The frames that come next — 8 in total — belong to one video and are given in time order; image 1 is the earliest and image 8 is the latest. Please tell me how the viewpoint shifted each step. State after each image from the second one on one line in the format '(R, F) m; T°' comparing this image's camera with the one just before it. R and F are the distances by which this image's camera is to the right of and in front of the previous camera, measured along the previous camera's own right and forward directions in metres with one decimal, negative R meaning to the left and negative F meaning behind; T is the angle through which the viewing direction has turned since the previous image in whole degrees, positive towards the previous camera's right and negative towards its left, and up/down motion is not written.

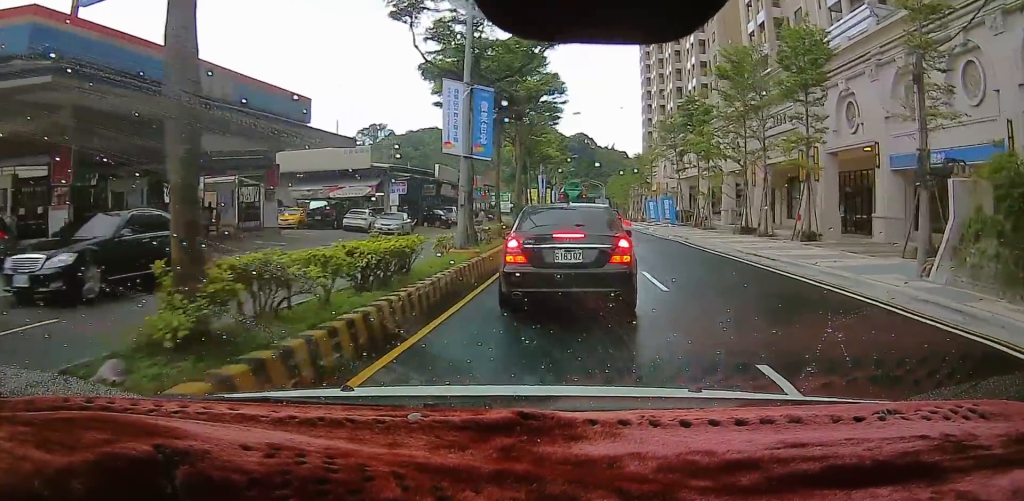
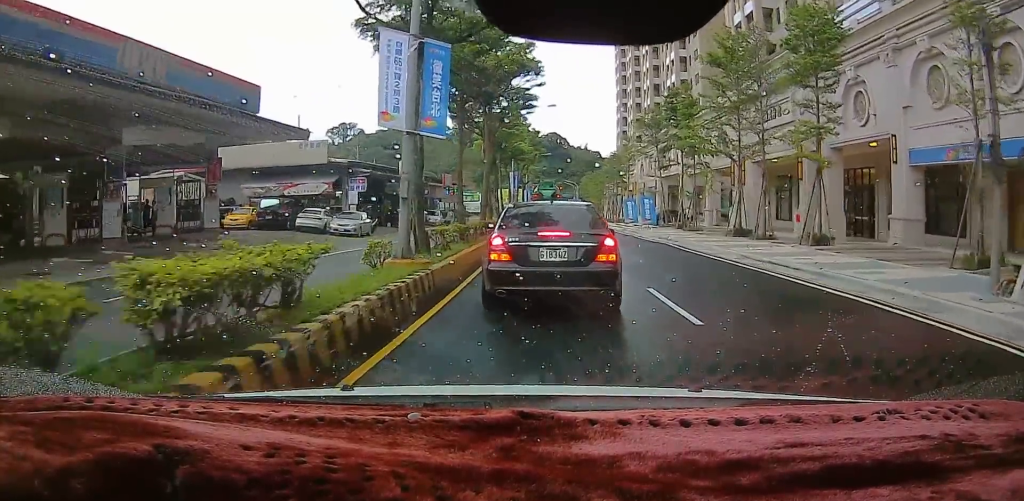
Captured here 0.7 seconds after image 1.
(0.0, +3.7) m; +1°
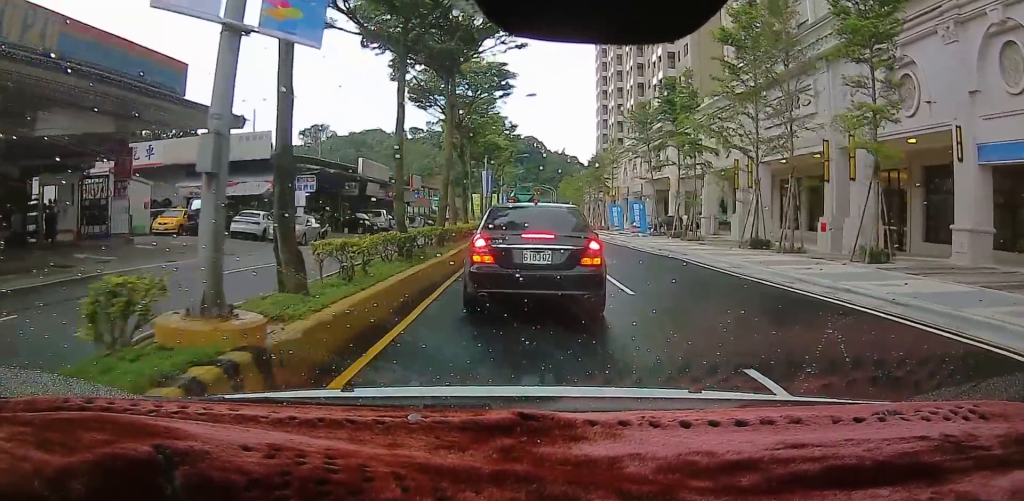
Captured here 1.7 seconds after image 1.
(0.0, +5.9) m; 0°
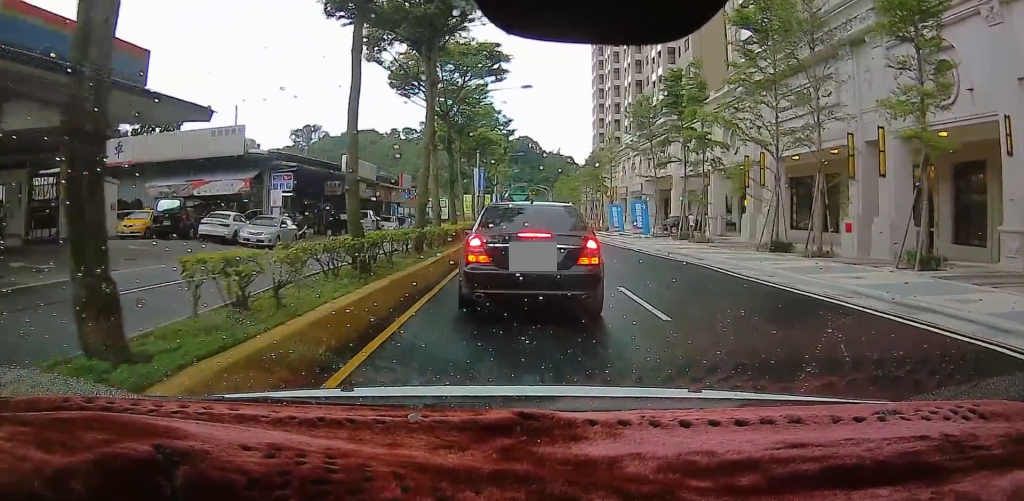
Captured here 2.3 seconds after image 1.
(0.0, +3.0) m; 0°
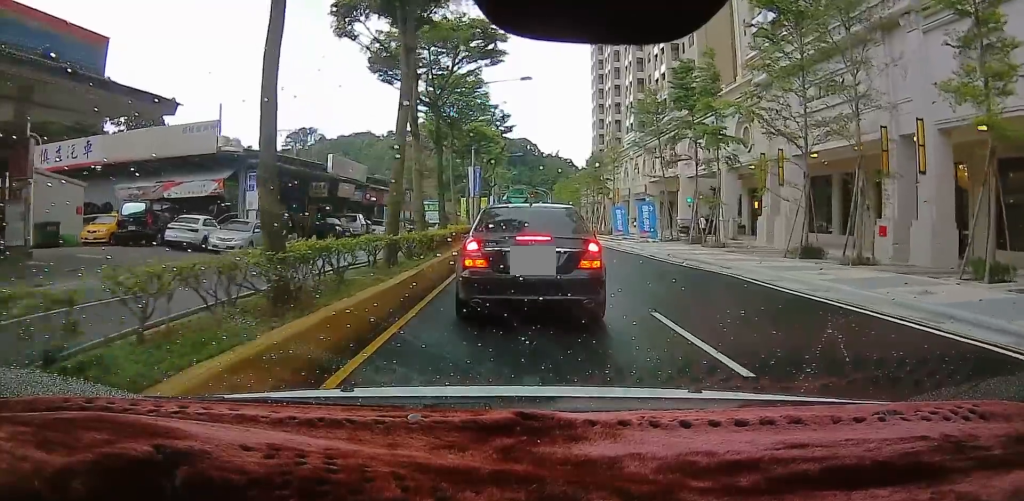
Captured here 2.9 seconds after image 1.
(0.0, +3.3) m; 0°
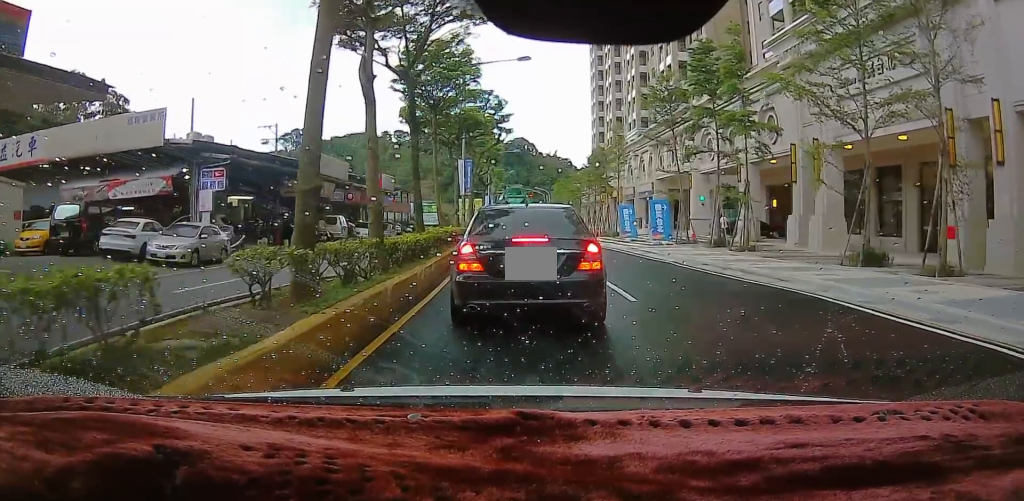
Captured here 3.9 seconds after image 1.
(0.0, +5.2) m; 0°
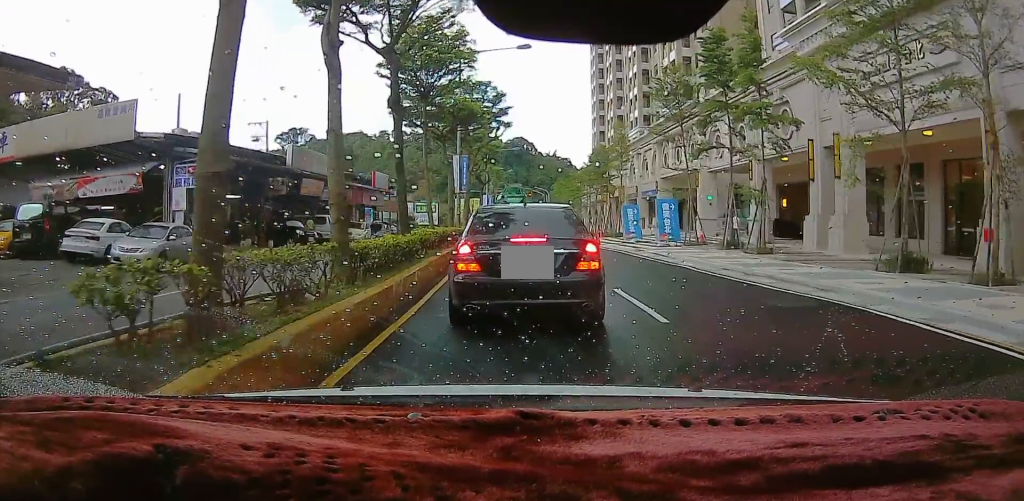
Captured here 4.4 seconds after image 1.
(0.0, +2.4) m; +1°
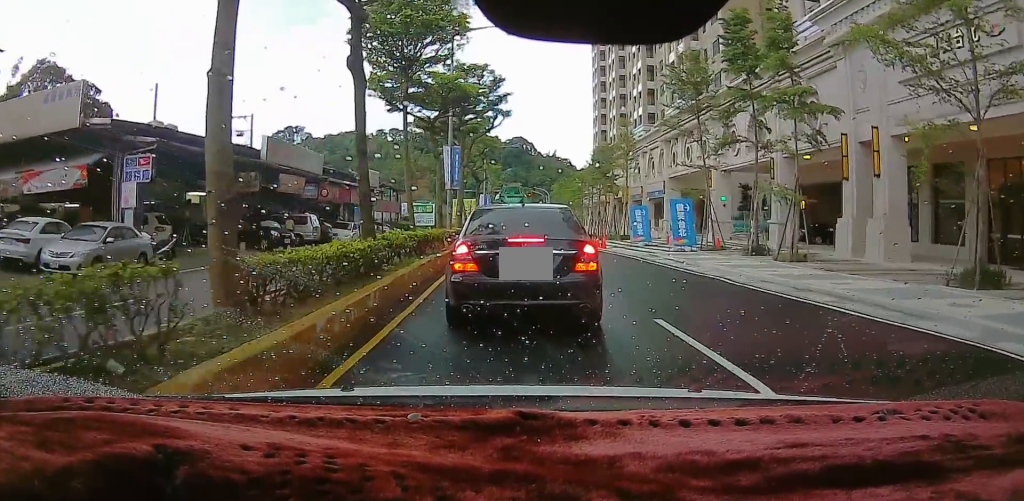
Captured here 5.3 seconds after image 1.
(0.0, +4.0) m; +3°
